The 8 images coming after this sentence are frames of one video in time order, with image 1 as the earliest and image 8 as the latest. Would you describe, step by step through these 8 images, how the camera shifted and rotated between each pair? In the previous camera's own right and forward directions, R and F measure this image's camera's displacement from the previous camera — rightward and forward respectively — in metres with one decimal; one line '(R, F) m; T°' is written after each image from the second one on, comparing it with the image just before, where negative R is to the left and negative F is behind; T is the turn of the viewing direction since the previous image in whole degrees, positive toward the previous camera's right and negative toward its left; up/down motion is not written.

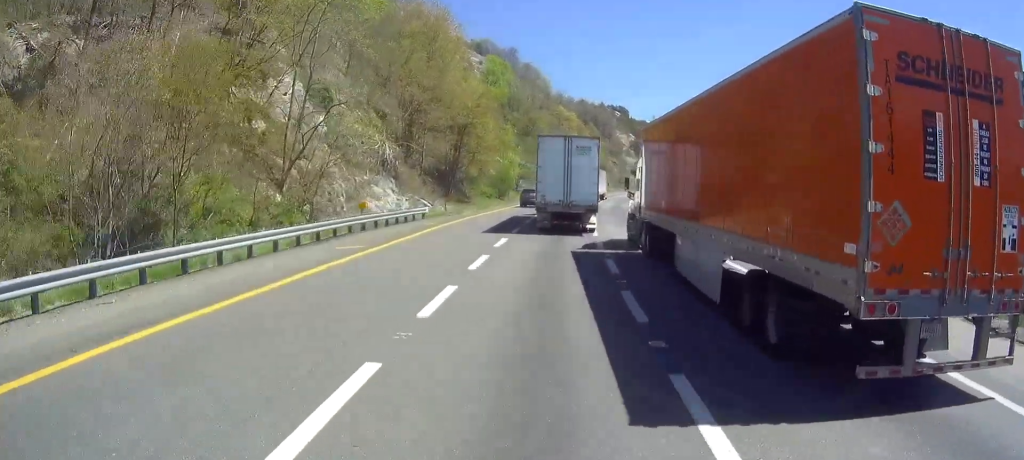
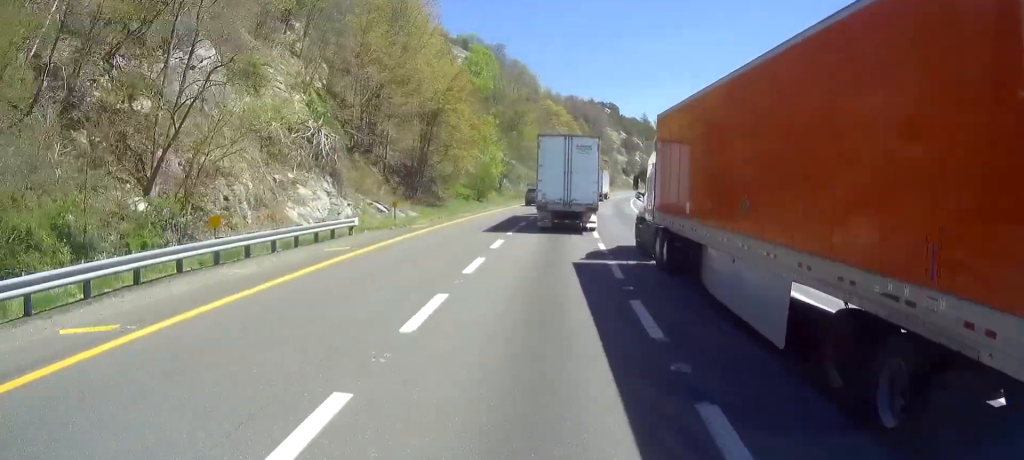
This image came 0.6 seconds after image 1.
(+0.1, +13.4) m; +1°
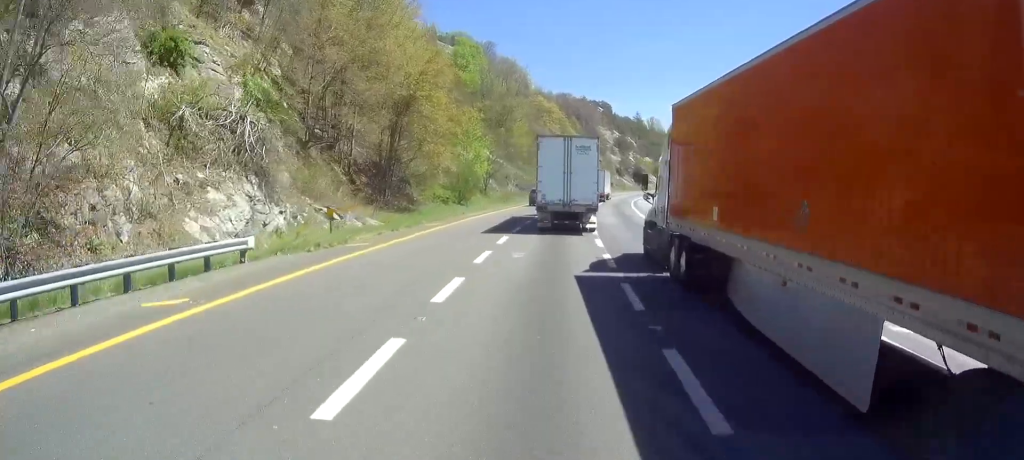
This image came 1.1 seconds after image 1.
(+0.2, +9.9) m; 0°
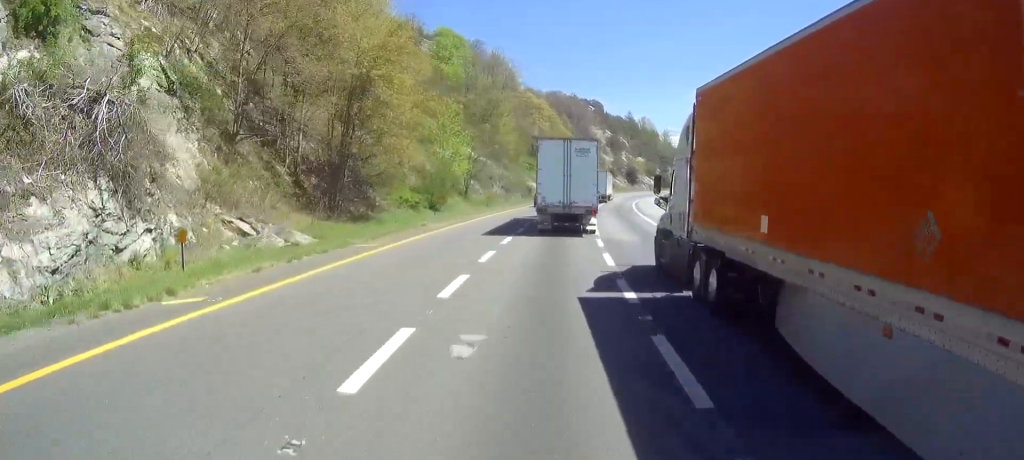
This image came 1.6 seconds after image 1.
(+0.2, +11.3) m; 0°
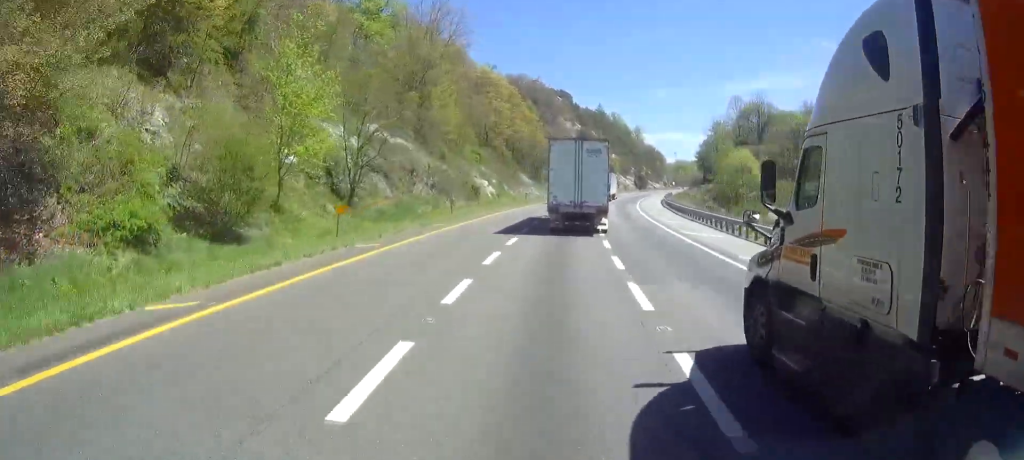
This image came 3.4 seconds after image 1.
(-0.2, +38.2) m; +1°
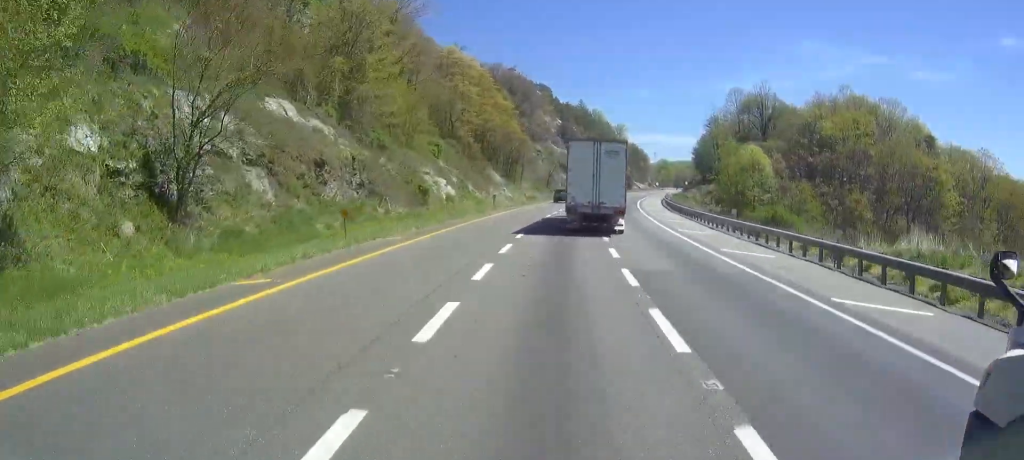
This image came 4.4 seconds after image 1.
(+0.1, +21.7) m; +3°
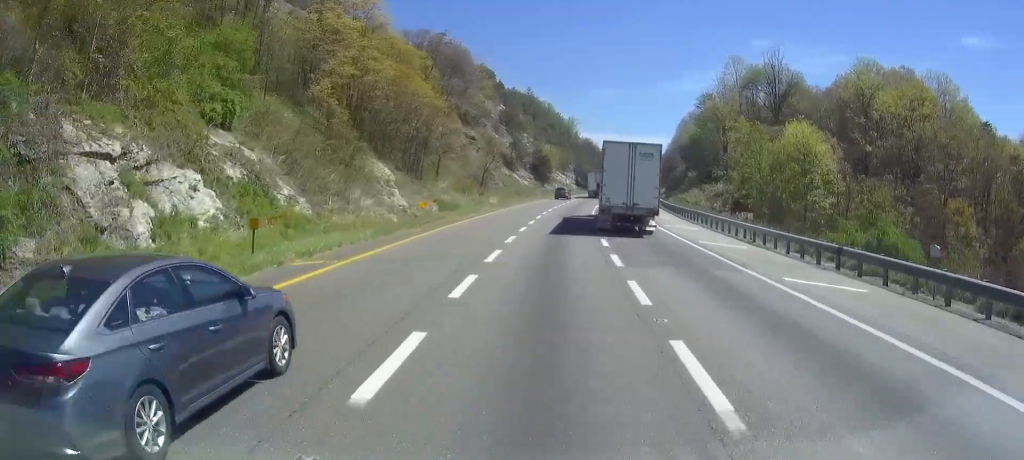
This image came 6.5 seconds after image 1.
(+2.9, +46.1) m; +4°
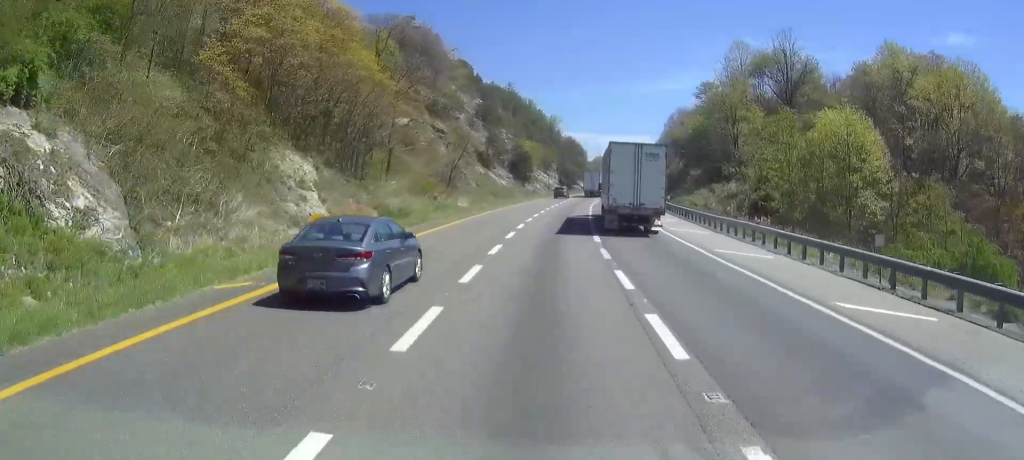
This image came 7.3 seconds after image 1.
(0.0, +16.5) m; 0°
